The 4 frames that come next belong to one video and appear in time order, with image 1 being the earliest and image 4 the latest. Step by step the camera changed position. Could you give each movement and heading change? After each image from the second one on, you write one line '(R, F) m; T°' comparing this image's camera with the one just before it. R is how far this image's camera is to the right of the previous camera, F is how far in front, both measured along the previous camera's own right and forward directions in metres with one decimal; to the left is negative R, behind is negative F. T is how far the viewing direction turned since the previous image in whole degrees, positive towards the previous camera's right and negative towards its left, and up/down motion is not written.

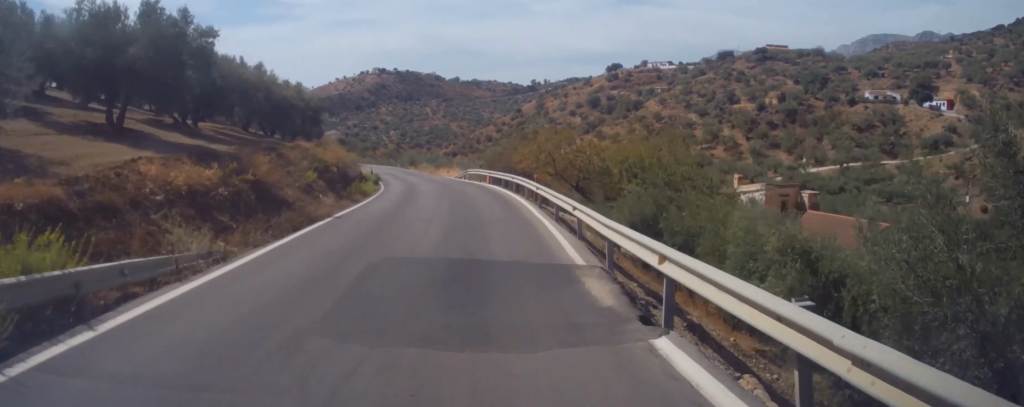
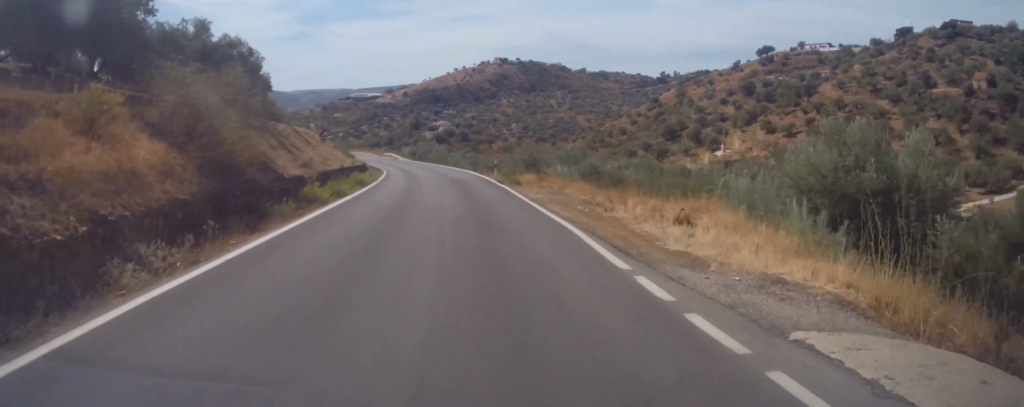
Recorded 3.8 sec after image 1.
(-4.6, +59.2) m; -7°
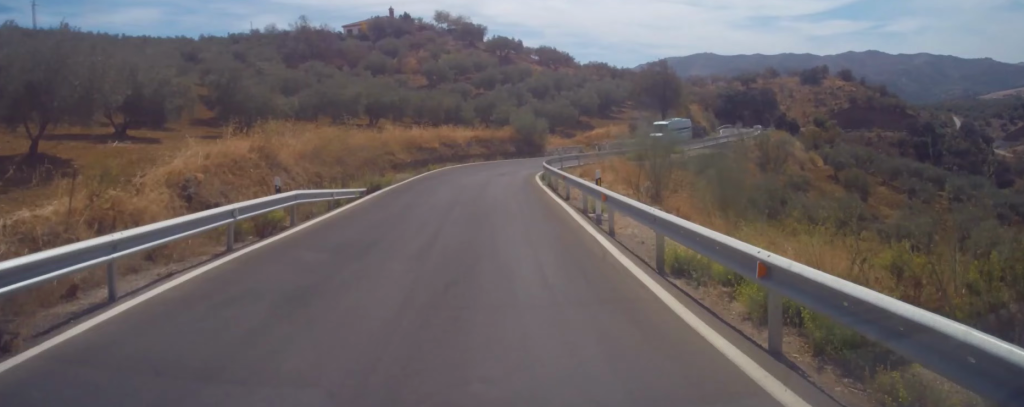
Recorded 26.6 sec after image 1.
(-168.7, +250.9) m; -38°
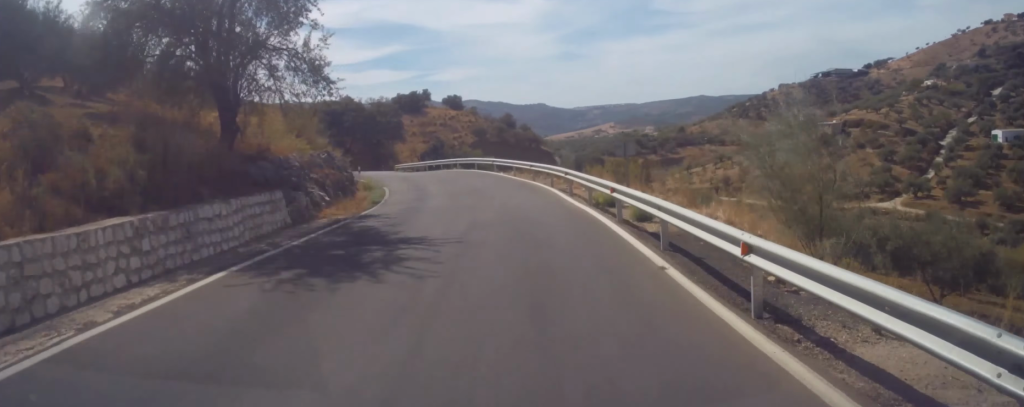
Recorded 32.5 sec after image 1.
(+16.3, +71.2) m; +16°
